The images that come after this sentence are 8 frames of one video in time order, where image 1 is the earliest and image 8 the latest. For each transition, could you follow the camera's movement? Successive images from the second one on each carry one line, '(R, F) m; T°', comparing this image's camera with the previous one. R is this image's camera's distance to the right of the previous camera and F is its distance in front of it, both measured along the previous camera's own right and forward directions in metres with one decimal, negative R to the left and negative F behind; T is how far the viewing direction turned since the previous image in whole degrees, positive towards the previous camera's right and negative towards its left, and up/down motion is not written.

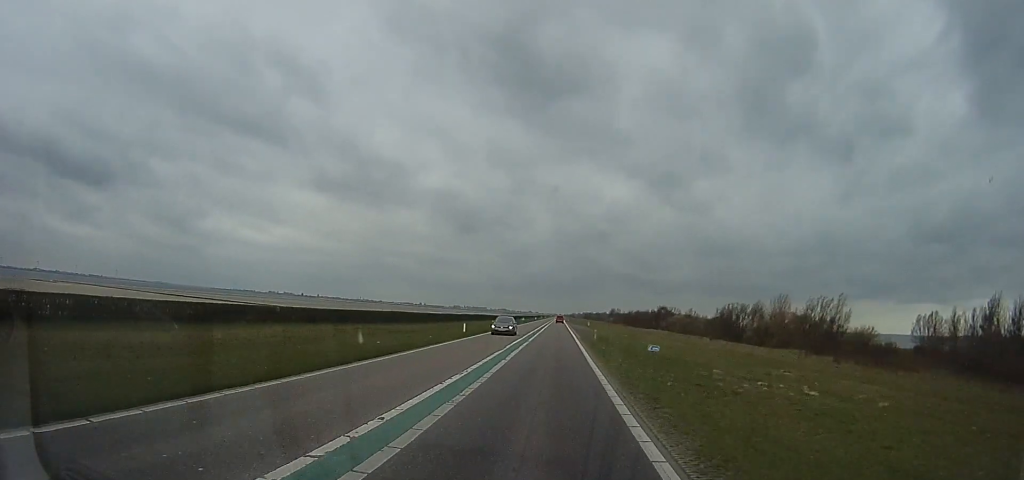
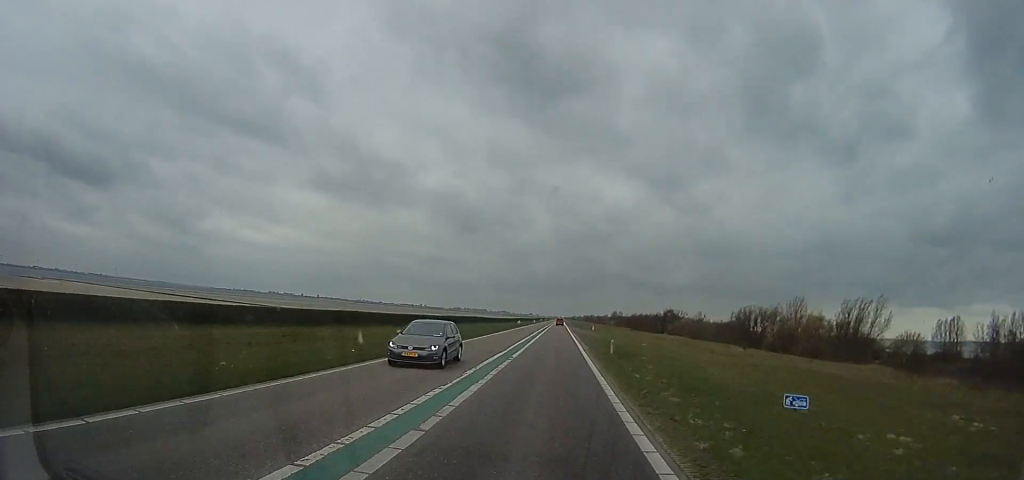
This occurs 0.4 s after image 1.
(-0.3, +11.7) m; -1°
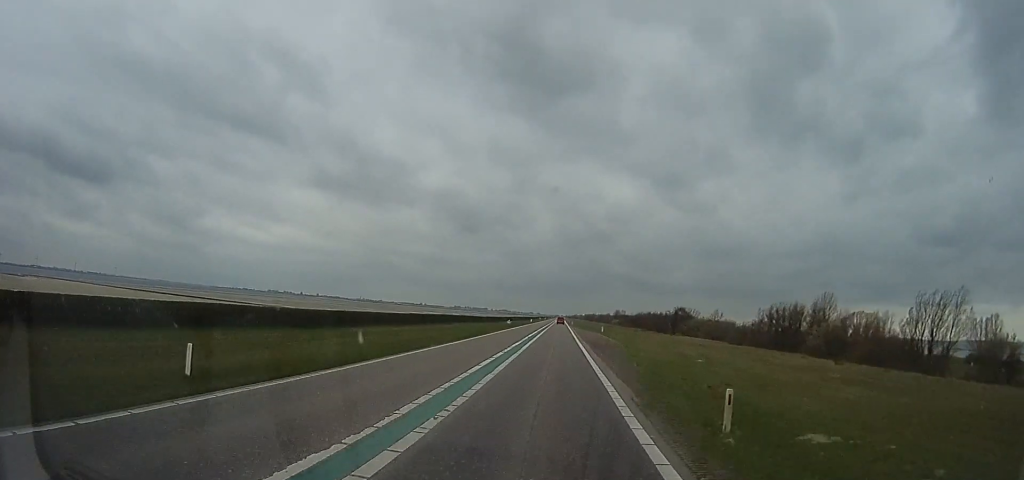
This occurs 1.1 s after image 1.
(-0.3, +18.1) m; -1°
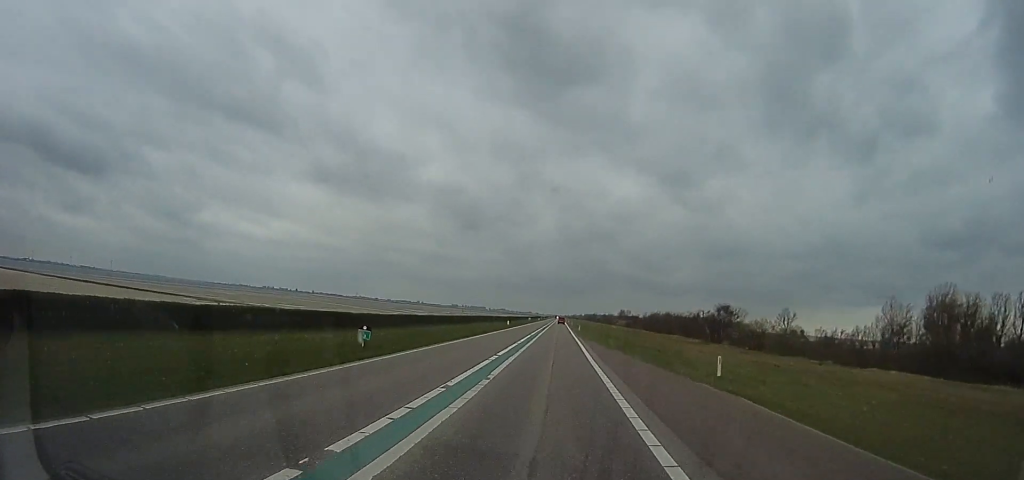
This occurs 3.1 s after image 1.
(-0.9, +51.5) m; +1°
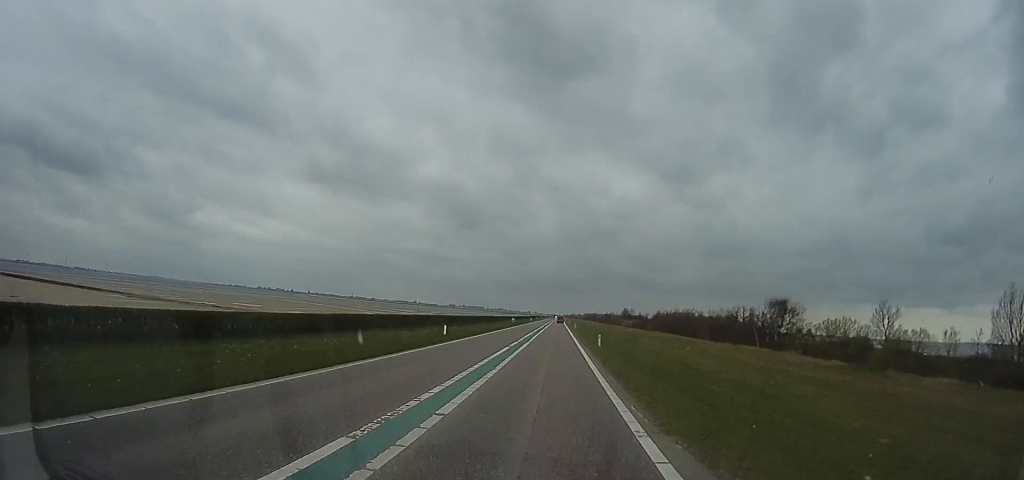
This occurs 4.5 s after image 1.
(+1.0, +36.7) m; 0°
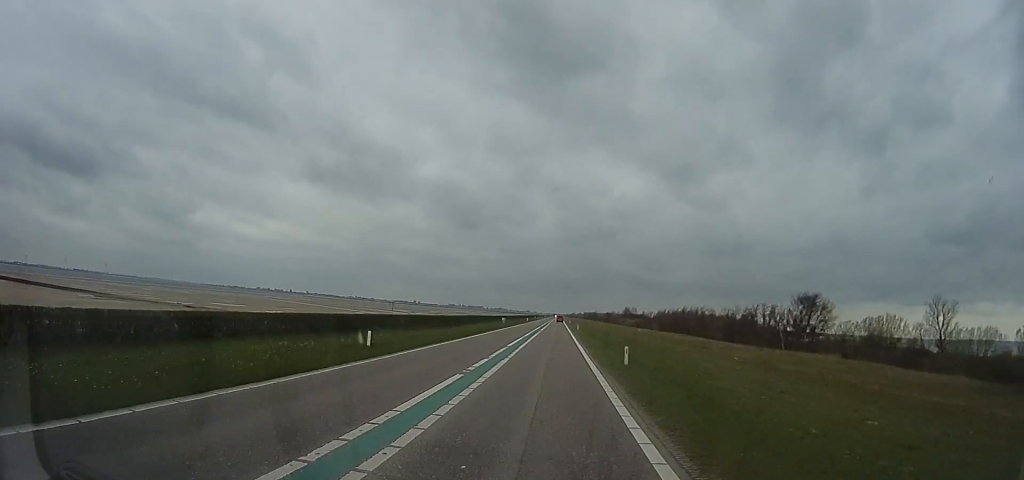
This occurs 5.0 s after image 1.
(-0.1, +12.8) m; -1°
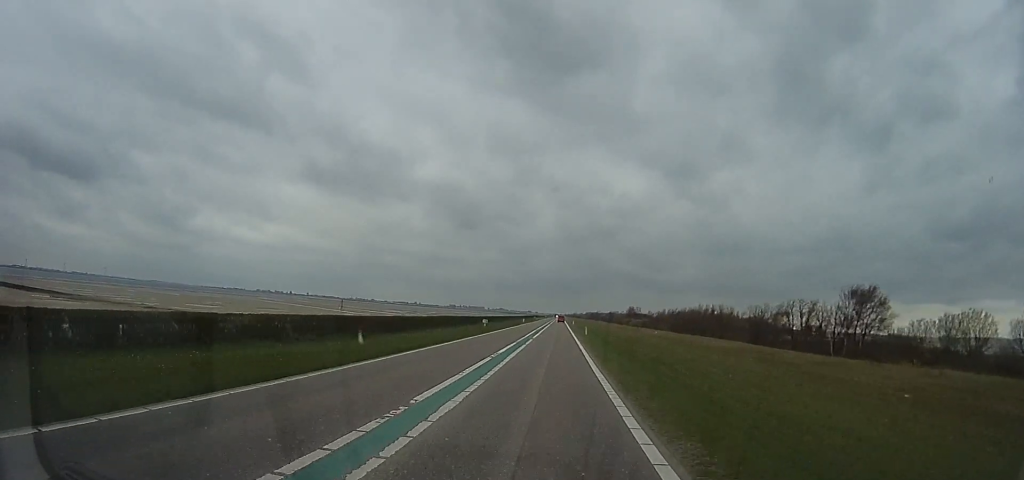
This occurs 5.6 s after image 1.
(0.0, +17.5) m; +1°
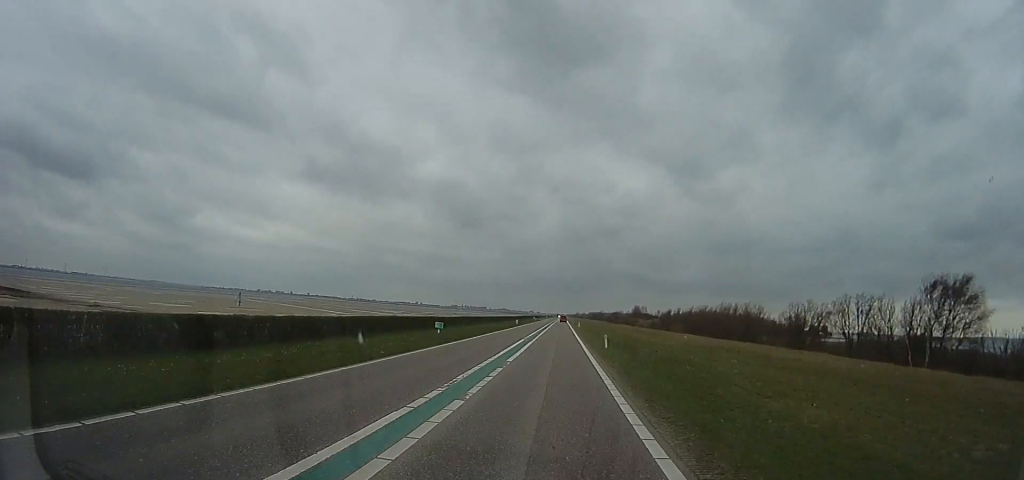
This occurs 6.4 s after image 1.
(+0.3, +19.2) m; +1°
